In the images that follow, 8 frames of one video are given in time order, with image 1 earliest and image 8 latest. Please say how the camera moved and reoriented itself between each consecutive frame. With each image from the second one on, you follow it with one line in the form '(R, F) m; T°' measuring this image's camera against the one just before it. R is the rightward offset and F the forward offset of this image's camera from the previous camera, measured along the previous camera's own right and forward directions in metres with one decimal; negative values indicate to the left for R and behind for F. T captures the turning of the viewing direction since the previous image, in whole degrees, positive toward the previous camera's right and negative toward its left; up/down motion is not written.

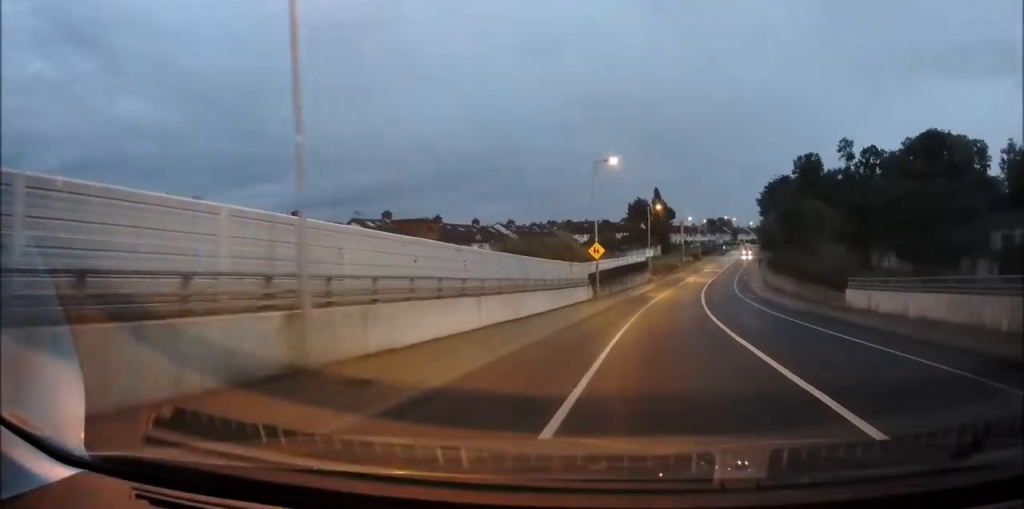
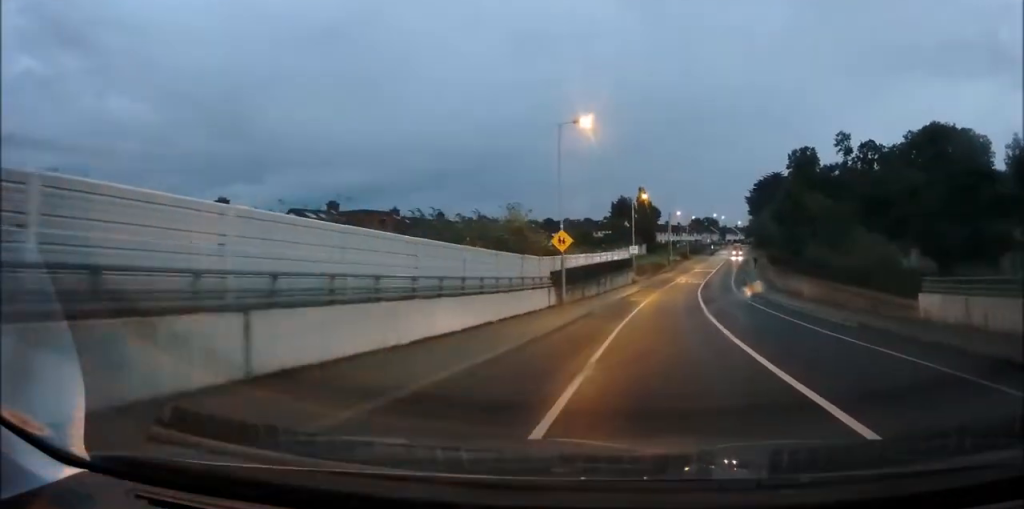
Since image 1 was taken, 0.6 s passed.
(-0.2, +8.8) m; +1°
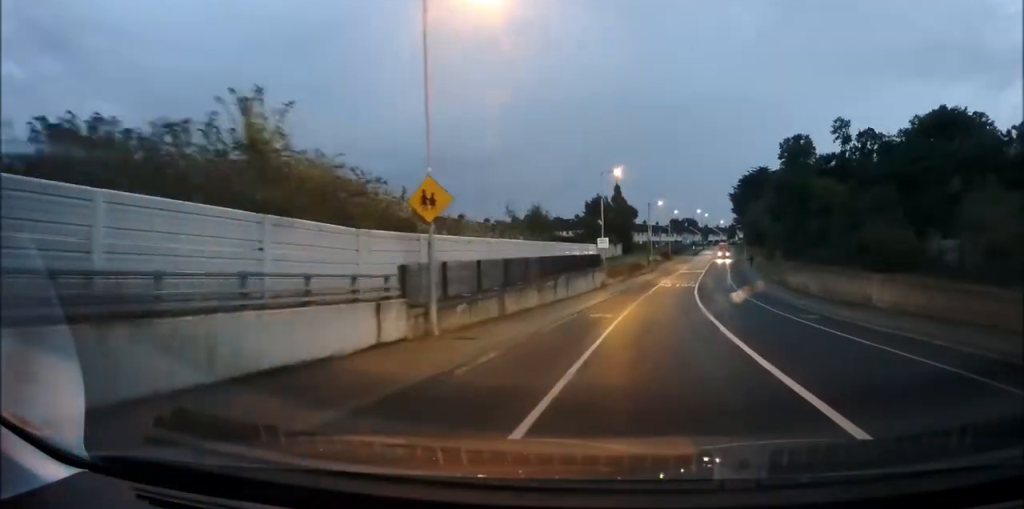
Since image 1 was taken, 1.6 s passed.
(+0.6, +14.2) m; +3°
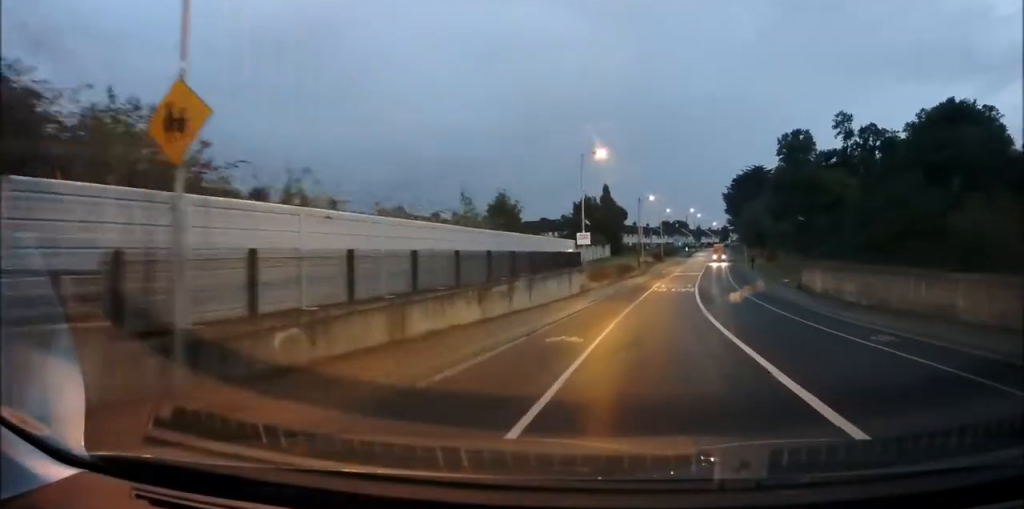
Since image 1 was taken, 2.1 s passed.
(+0.1, +7.1) m; +1°
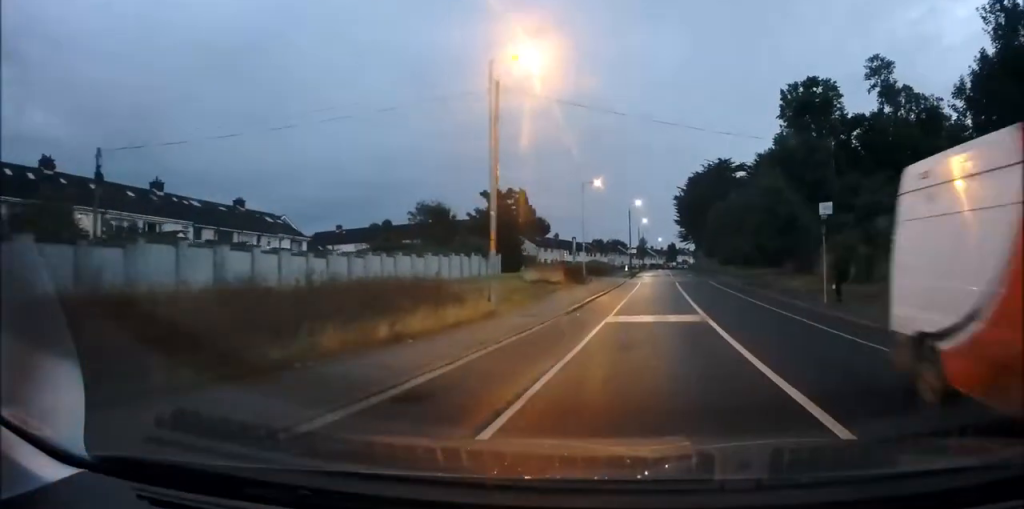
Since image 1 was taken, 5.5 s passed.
(+2.3, +43.5) m; +6°
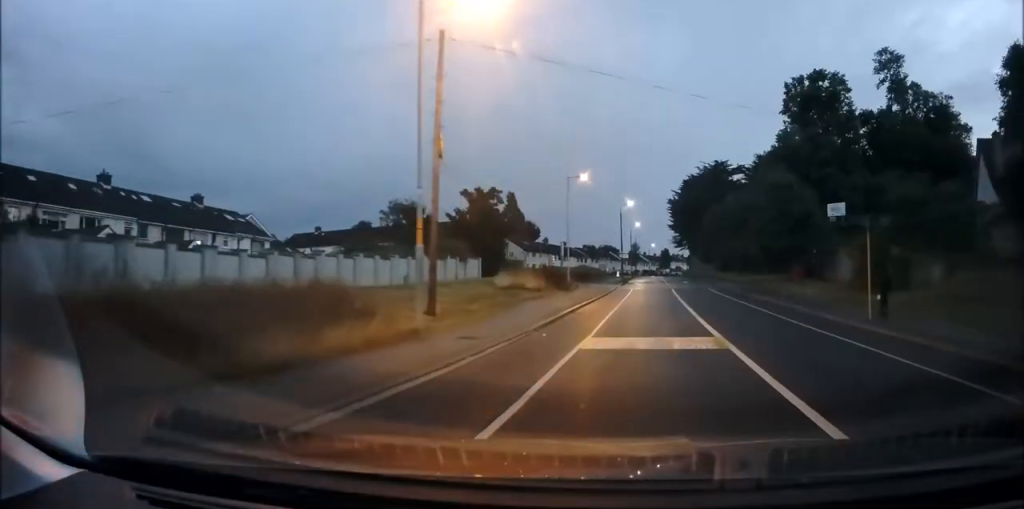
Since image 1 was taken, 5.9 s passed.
(+0.1, +5.1) m; +1°
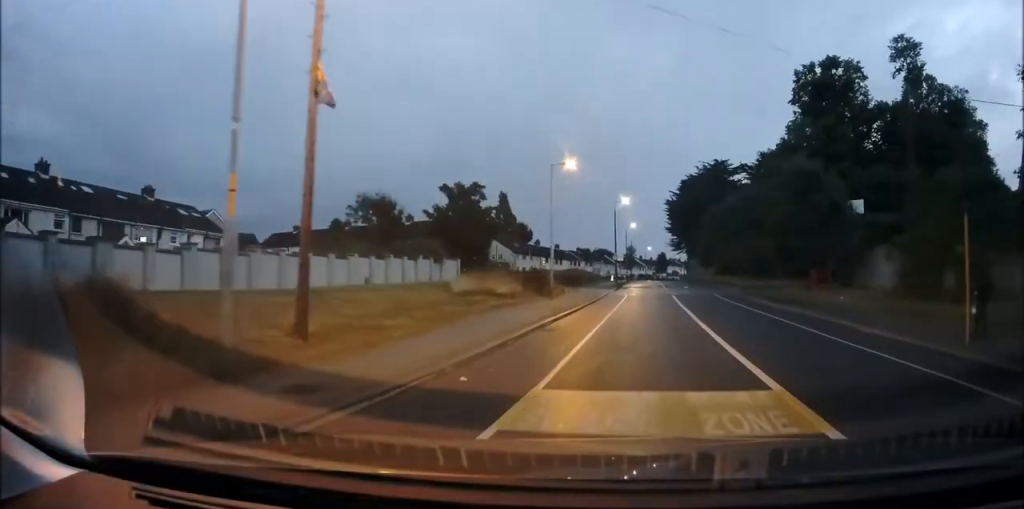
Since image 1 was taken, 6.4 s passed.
(+0.1, +5.9) m; +1°
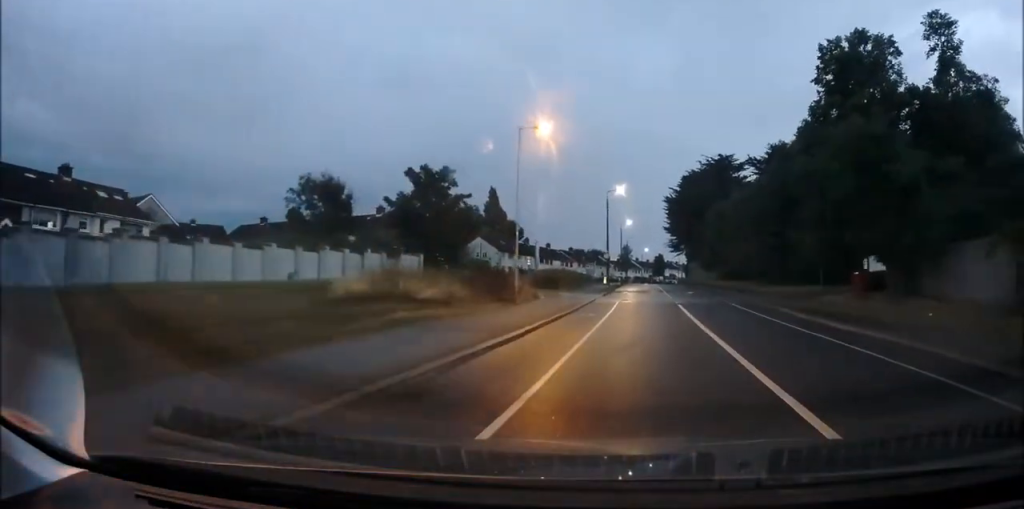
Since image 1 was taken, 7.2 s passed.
(0.0, +8.7) m; 0°
